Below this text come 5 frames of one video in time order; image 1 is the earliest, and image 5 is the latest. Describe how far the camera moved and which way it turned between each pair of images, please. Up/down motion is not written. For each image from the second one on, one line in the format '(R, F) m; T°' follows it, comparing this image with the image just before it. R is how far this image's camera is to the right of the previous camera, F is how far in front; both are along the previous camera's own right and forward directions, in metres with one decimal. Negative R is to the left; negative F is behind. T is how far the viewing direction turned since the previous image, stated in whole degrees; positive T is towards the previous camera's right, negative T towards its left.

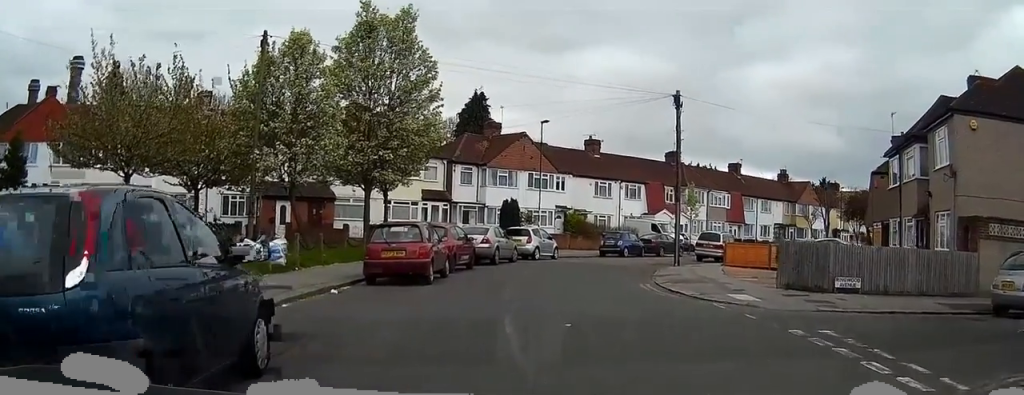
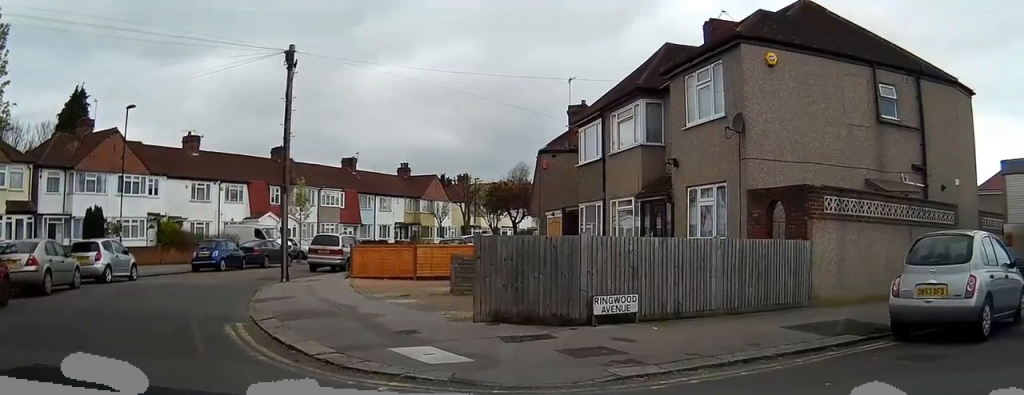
(+1.1, +7.0) m; +38°
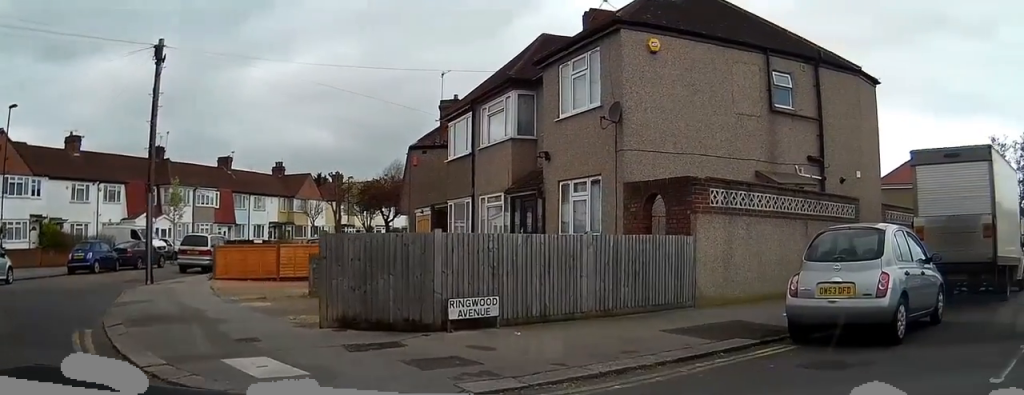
(0.0, +1.0) m; +18°
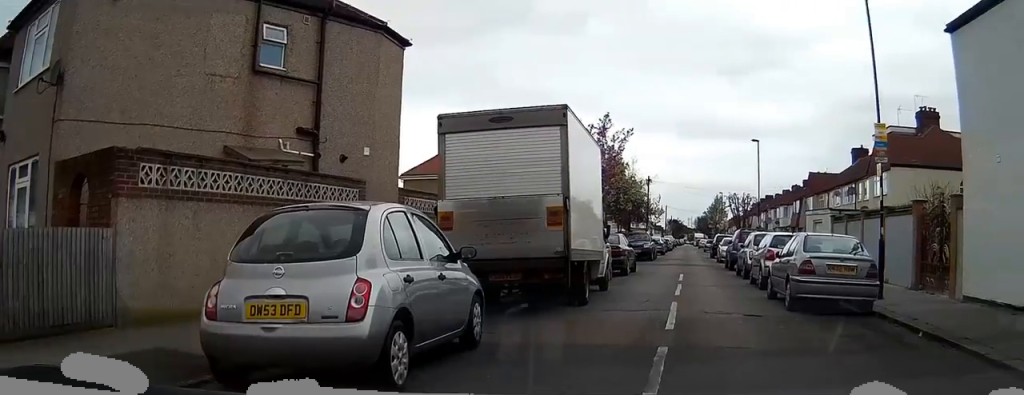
(+1.8, +3.8) m; +32°
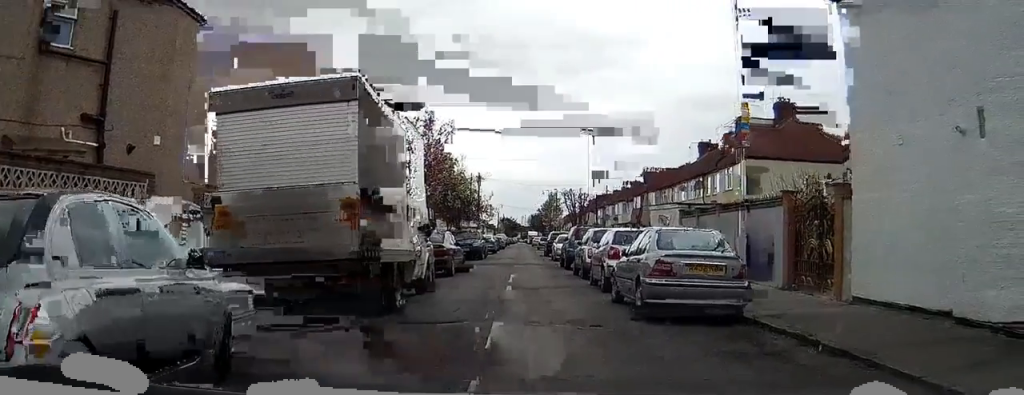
(+0.1, +2.4) m; 0°
